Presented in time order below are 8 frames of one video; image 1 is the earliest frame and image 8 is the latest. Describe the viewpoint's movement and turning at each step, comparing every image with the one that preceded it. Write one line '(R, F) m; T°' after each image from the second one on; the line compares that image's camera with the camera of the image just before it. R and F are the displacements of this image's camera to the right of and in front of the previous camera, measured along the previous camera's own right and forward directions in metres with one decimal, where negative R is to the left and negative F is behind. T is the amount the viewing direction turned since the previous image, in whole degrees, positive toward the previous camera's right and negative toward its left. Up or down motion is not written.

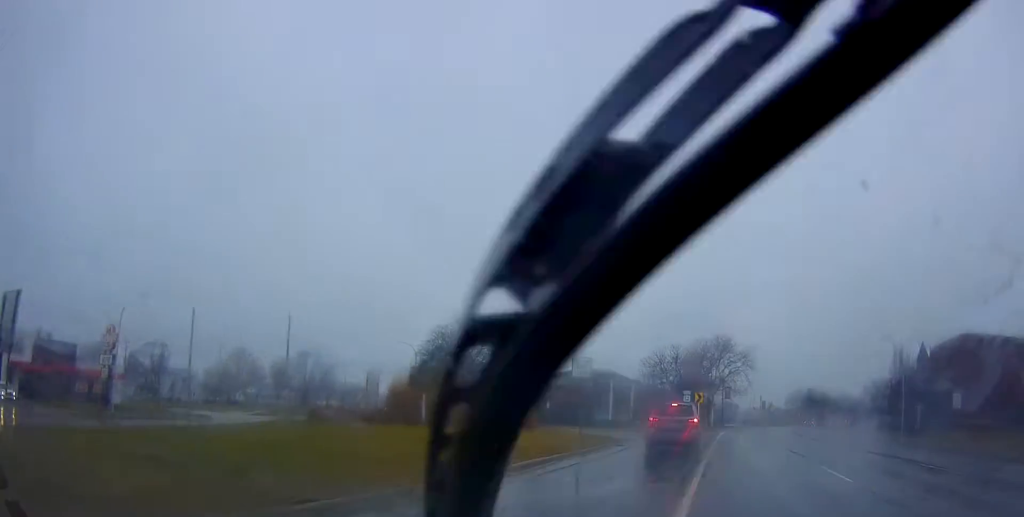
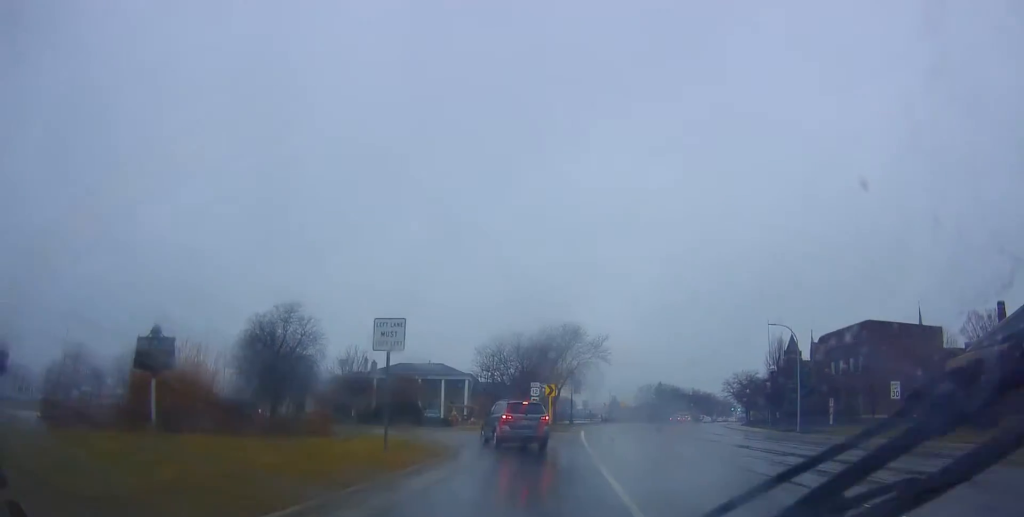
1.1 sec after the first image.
(+0.6, +8.8) m; +10°
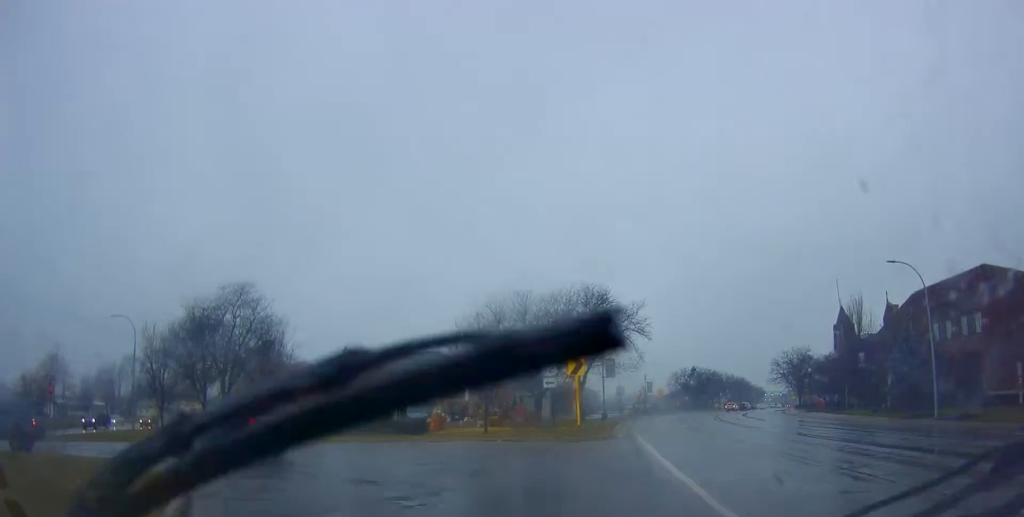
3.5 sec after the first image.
(+2.4, +17.9) m; +2°
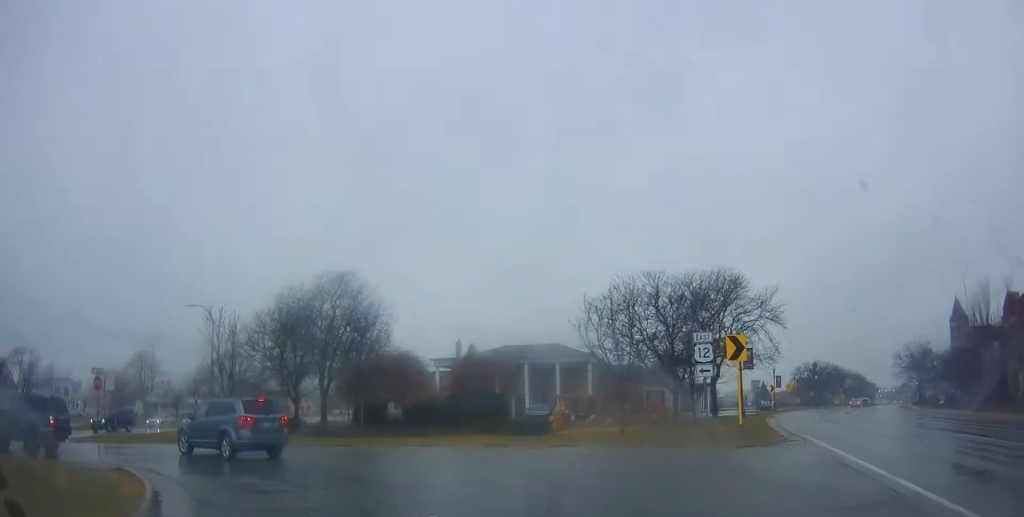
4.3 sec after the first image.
(-0.4, +4.8) m; -8°
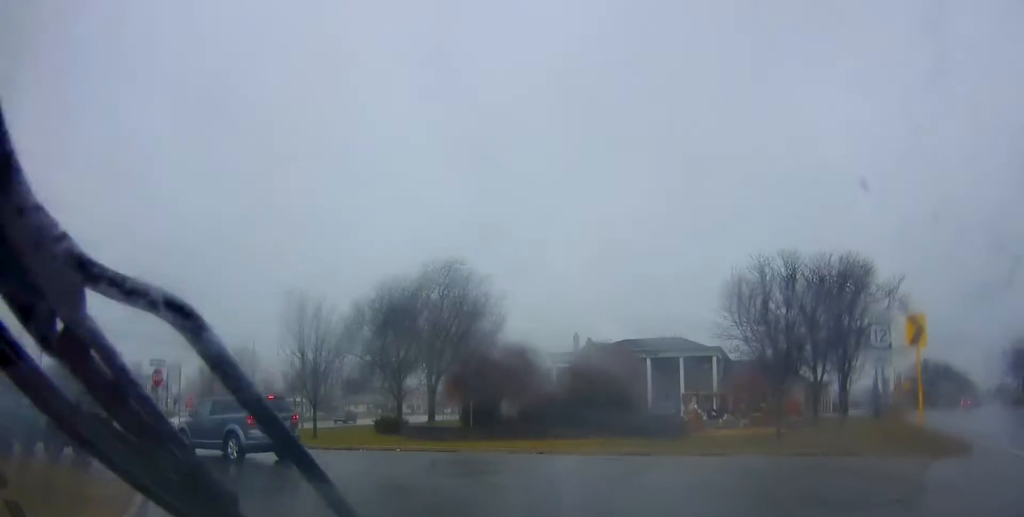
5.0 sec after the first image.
(-0.3, +3.8) m; -8°
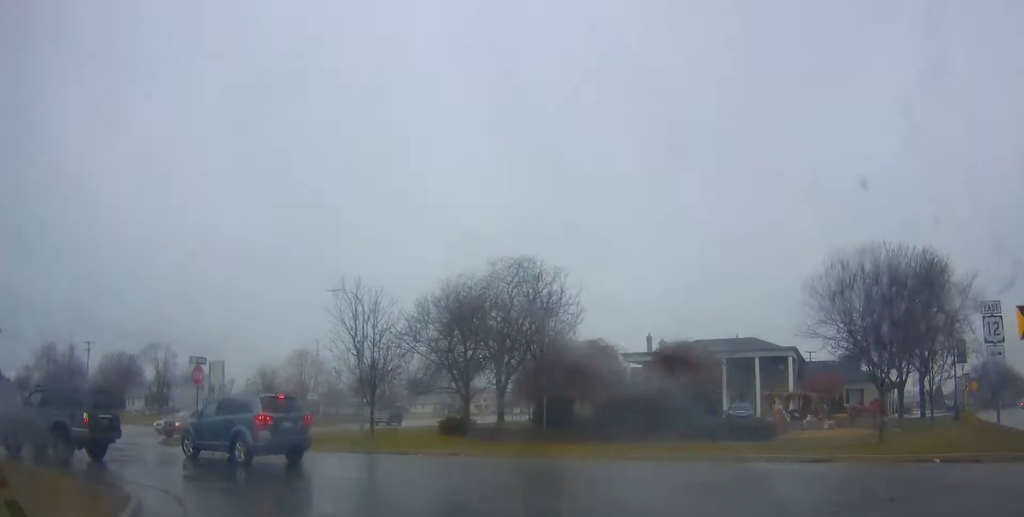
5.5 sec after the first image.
(0.0, +2.3) m; -5°
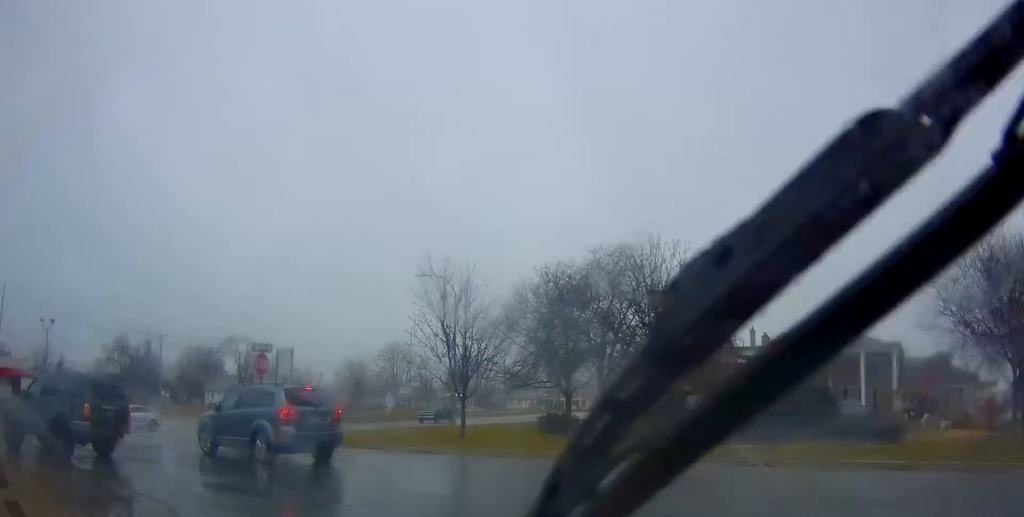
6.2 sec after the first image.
(-0.2, +2.7) m; -11°
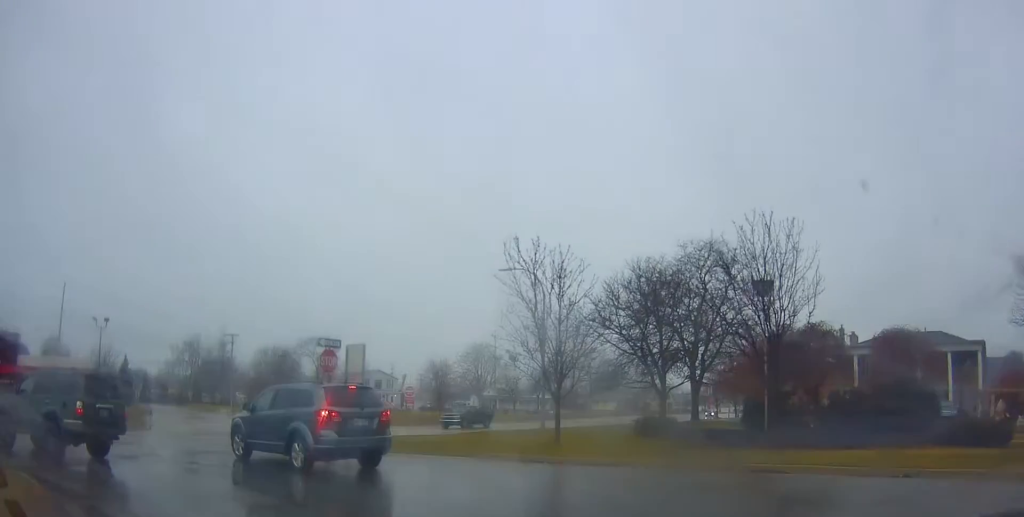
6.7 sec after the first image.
(-0.1, +2.1) m; -8°
